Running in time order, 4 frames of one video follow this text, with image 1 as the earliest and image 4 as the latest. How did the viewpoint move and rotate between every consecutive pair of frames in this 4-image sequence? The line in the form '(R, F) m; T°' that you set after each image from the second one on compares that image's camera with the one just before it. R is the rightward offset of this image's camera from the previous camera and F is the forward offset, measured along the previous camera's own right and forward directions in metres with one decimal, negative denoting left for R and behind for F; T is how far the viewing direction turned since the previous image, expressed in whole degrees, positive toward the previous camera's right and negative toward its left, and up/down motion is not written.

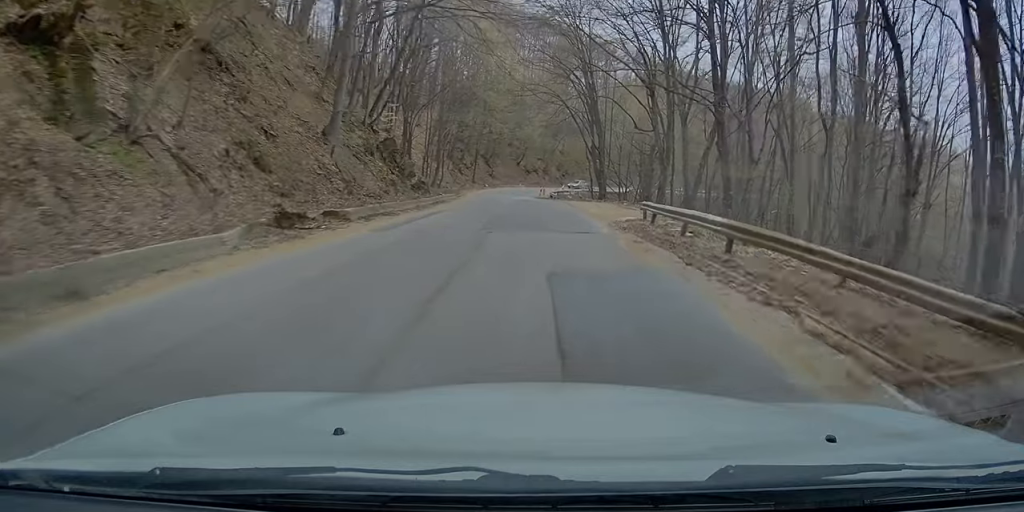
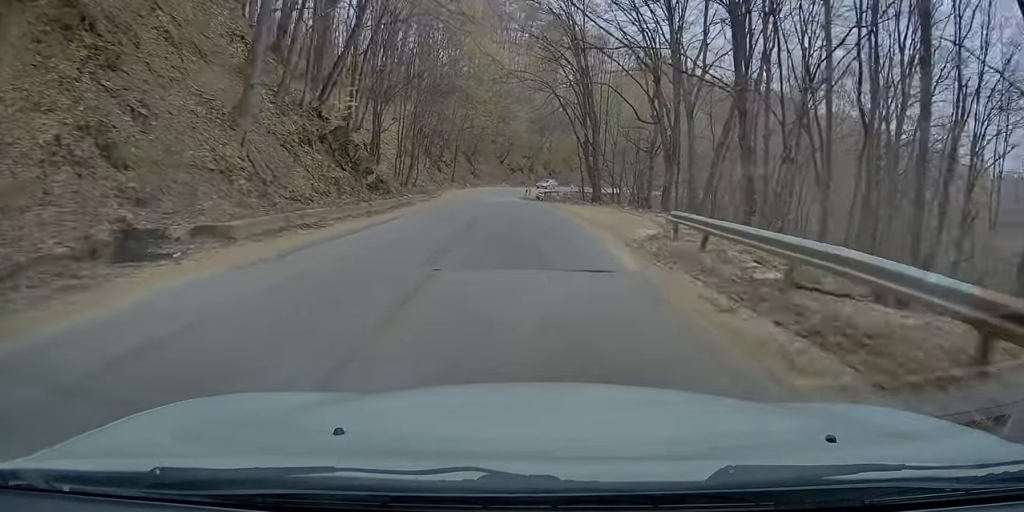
(+0.5, +7.2) m; +3°
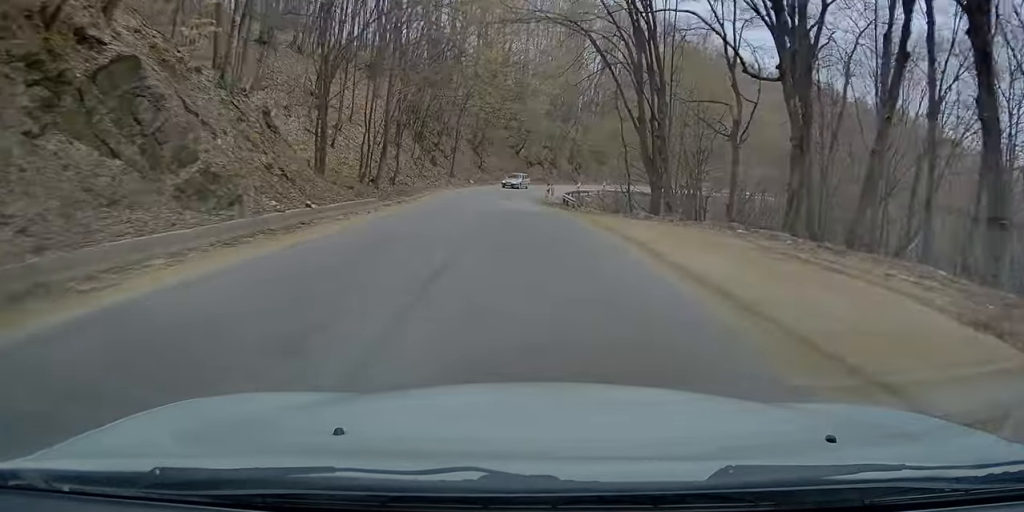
(+0.7, +18.1) m; +6°
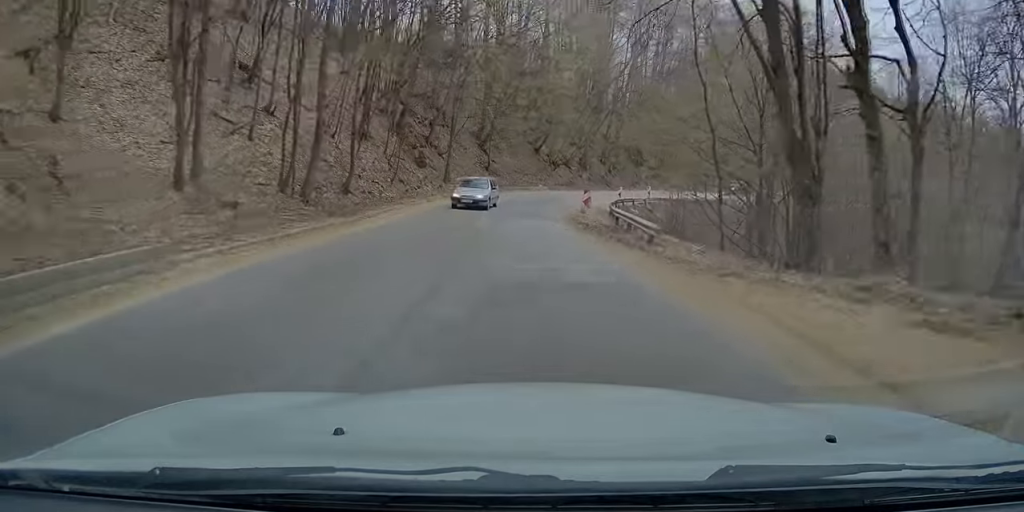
(+0.7, +16.2) m; 0°
